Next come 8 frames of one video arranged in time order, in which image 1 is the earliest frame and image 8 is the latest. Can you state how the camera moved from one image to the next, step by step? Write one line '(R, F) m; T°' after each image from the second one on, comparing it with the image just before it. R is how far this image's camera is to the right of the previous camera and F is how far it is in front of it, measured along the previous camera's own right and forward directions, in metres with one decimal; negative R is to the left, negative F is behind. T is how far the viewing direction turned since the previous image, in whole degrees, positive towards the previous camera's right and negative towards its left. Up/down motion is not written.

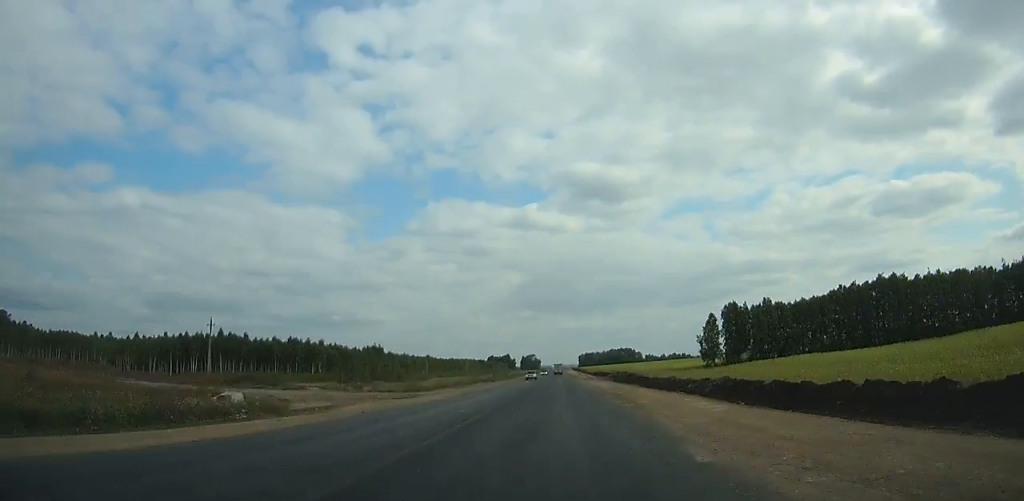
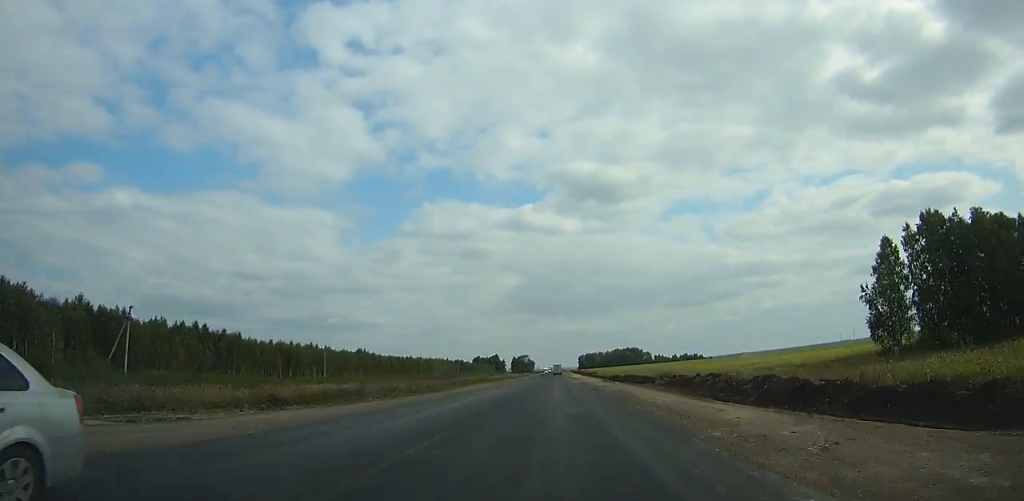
(+3.7, +92.0) m; +7°
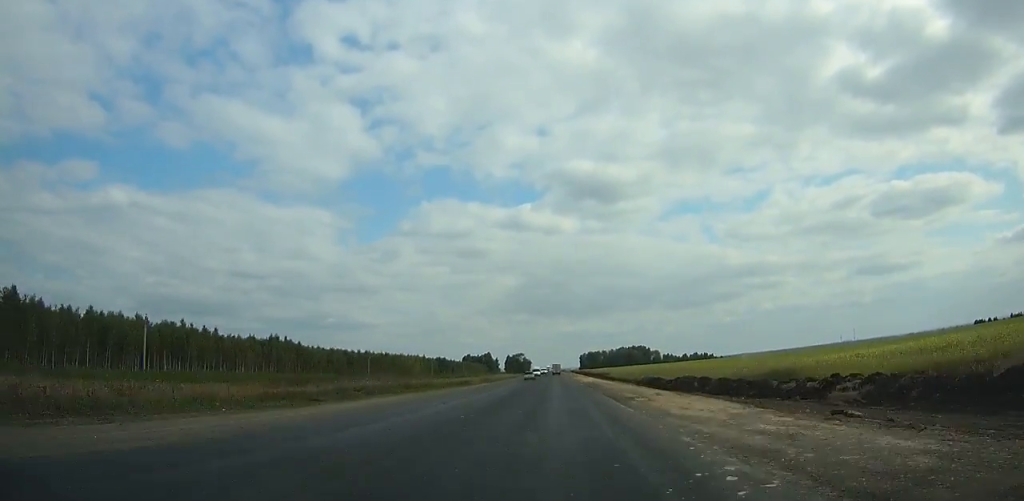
(+8.9, +56.1) m; -6°
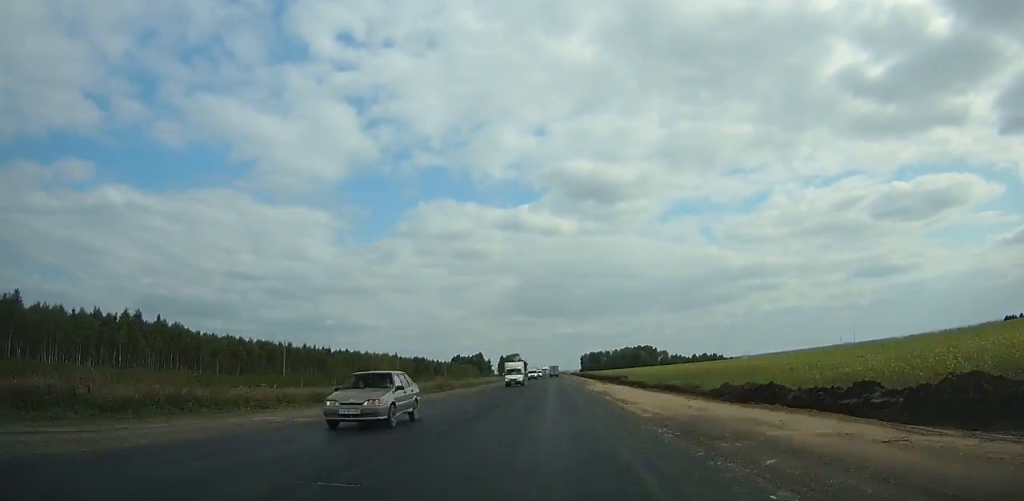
(-10.7, +45.8) m; -5°
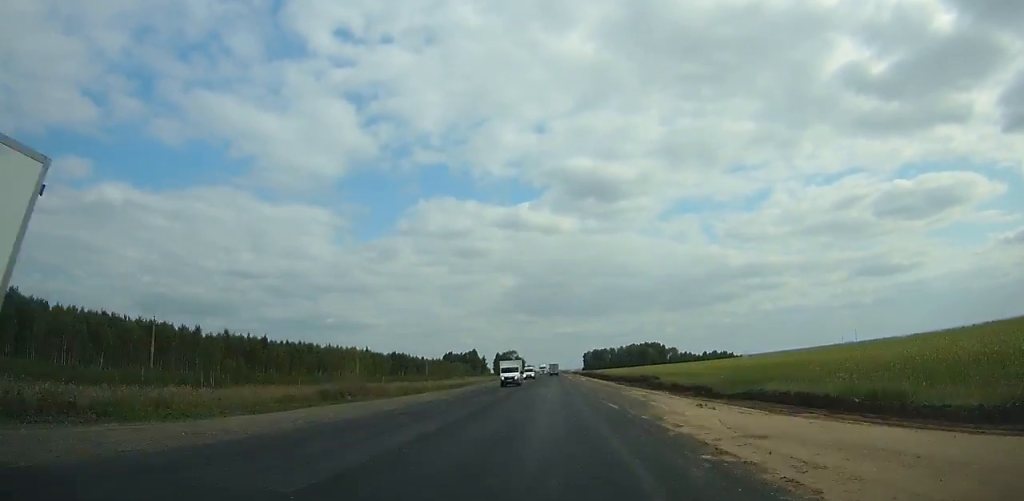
(-6.0, +37.0) m; -3°
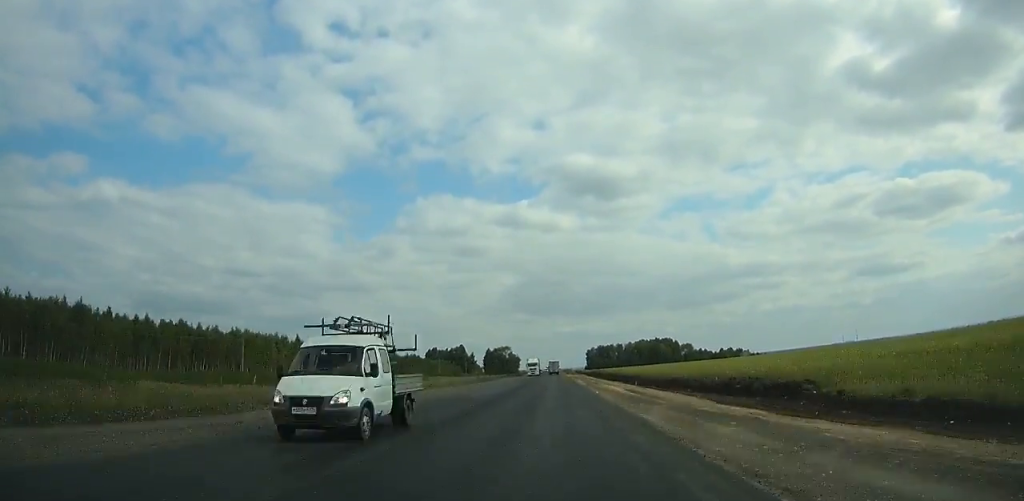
(+7.1, +53.7) m; +6°
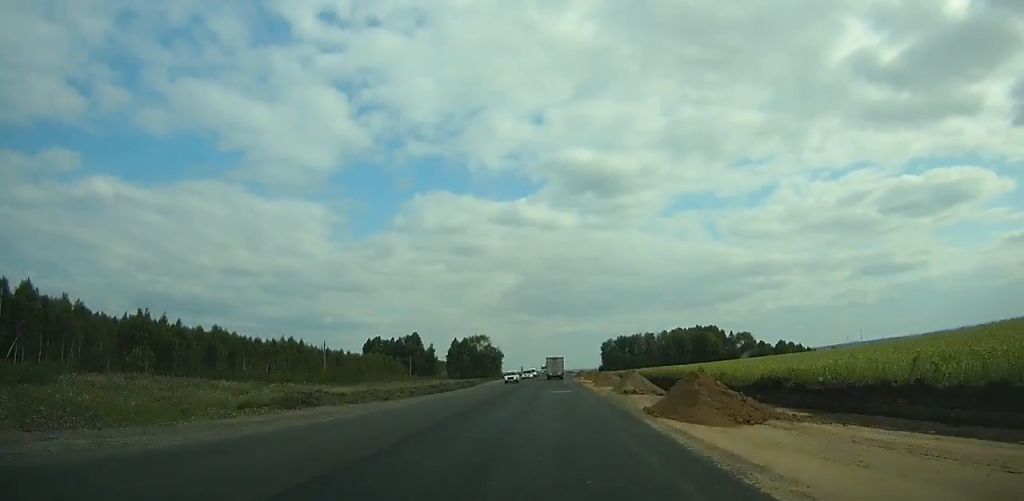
(+3.0, +121.8) m; +2°
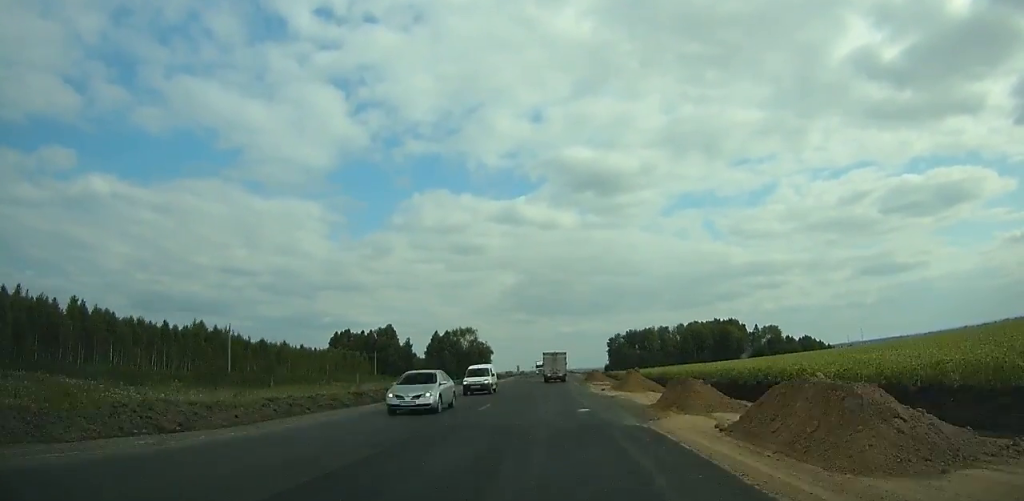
(+0.2, +38.3) m; 0°
